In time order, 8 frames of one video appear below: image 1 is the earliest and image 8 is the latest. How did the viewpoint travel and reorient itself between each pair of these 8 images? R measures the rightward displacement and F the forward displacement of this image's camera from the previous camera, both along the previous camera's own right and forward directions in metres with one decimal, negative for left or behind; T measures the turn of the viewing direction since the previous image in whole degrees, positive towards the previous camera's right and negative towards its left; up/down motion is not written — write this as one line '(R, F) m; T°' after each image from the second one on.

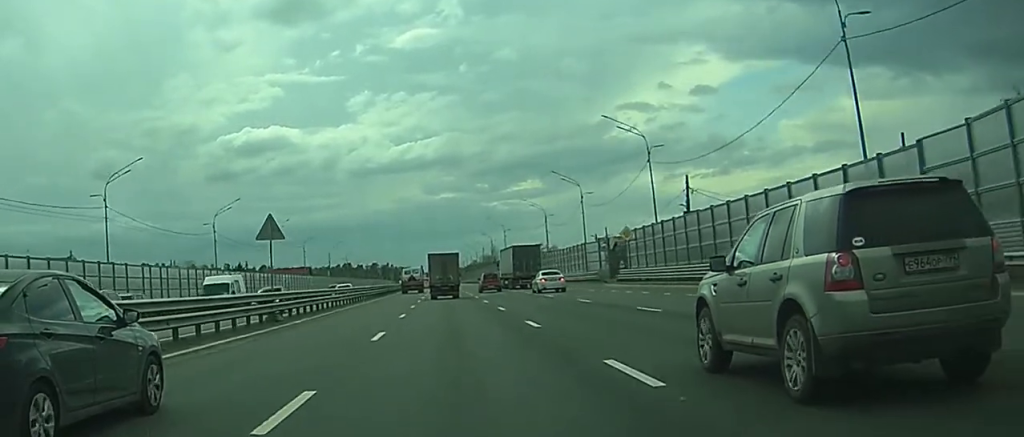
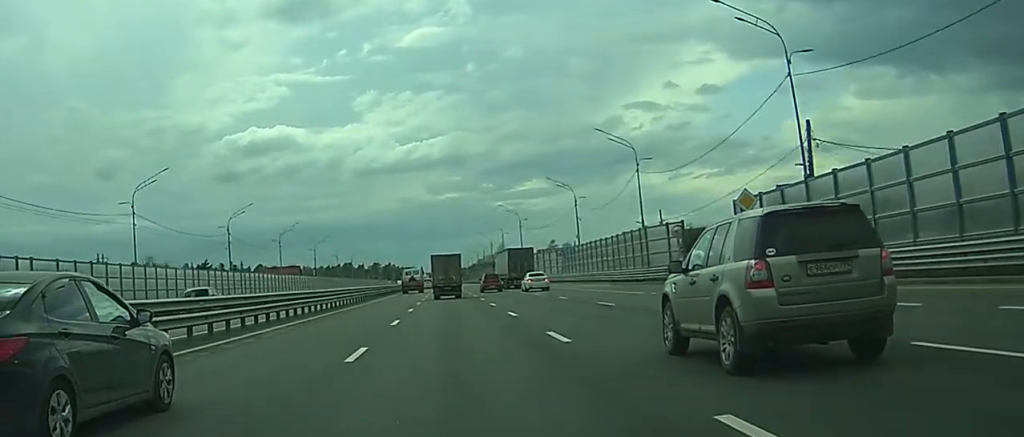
(-0.4, +27.6) m; -1°
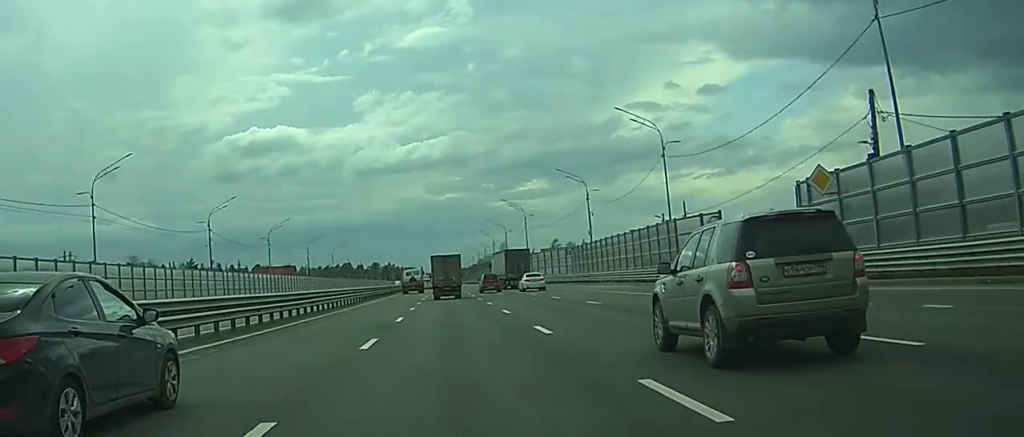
(-0.1, +8.7) m; 0°
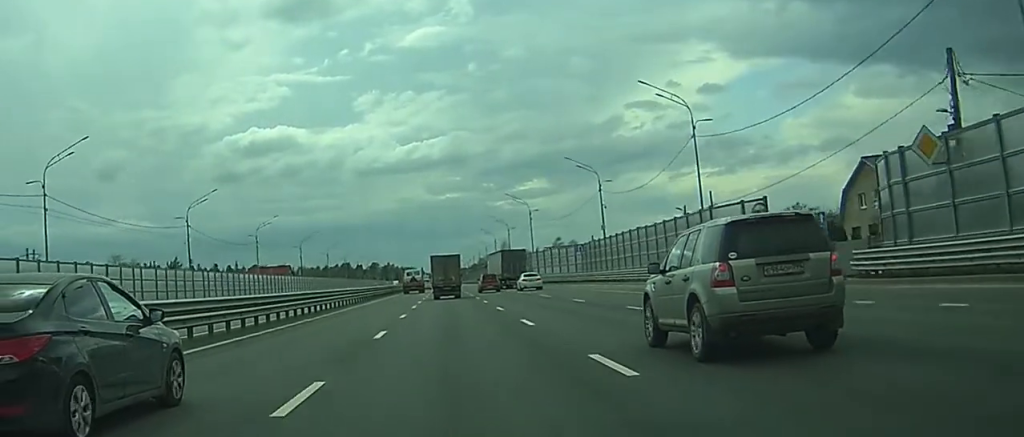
(+0.1, +8.1) m; 0°
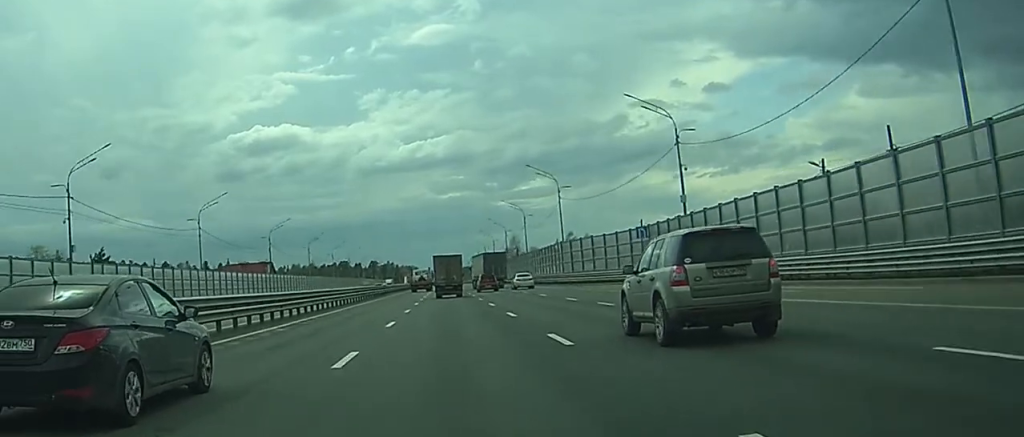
(+0.2, +29.6) m; 0°
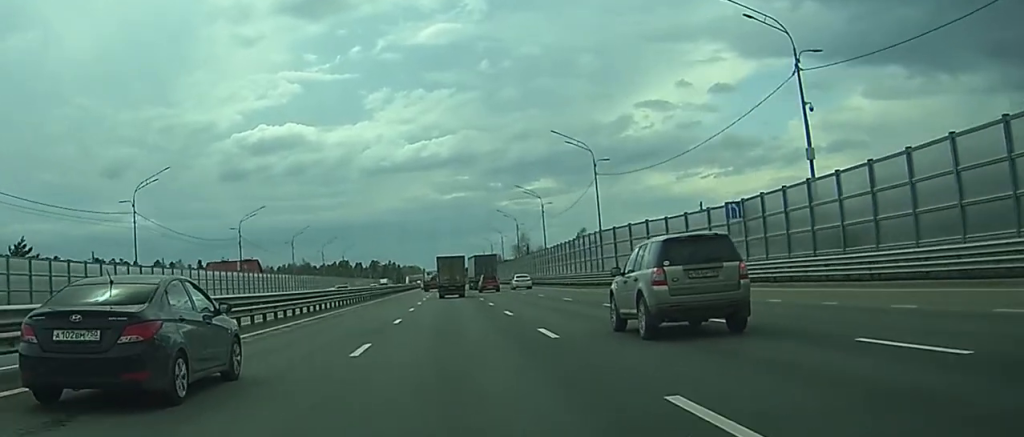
(0.0, +21.3) m; 0°
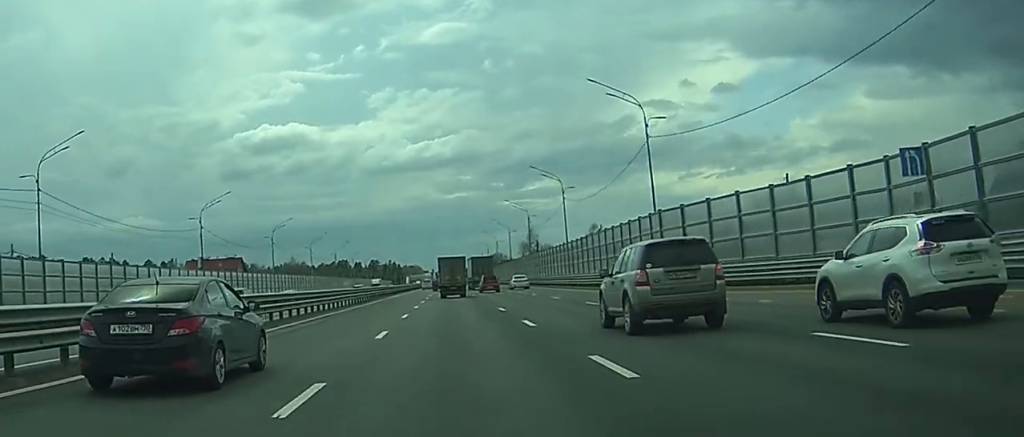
(0.0, +18.9) m; 0°
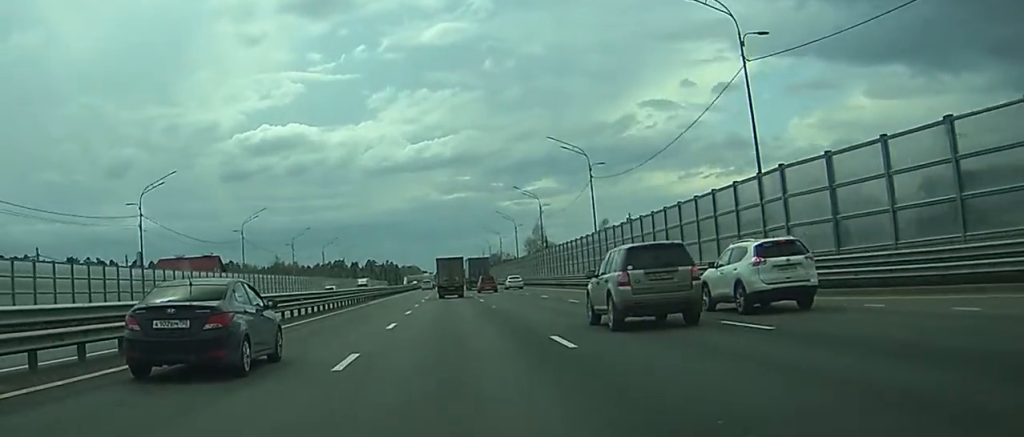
(0.0, +18.9) m; 0°
